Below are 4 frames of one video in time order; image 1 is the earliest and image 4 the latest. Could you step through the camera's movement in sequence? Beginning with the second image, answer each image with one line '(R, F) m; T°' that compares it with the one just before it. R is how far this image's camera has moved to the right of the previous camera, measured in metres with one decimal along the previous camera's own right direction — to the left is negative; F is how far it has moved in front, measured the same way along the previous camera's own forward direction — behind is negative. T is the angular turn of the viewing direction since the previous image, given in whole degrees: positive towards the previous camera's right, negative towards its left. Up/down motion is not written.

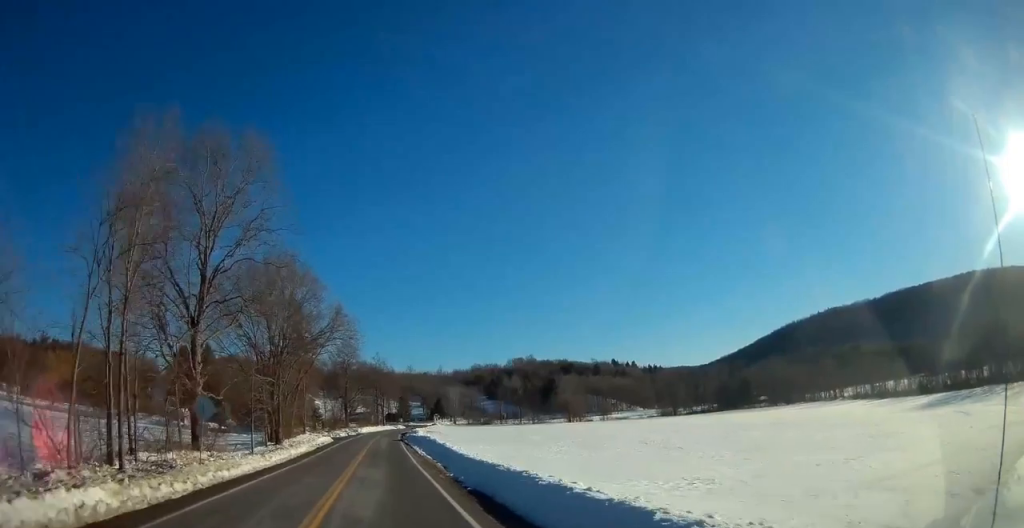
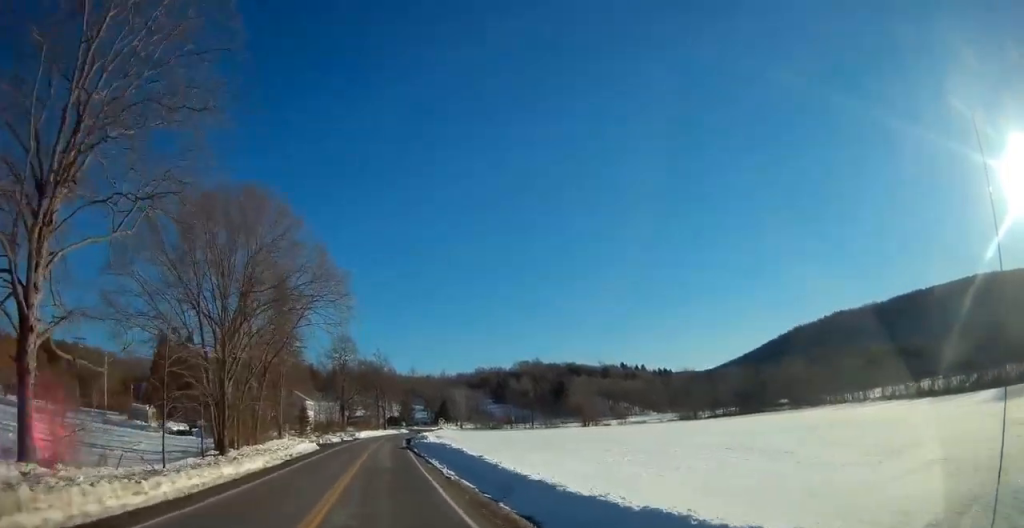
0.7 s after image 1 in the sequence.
(-0.2, +16.6) m; -1°
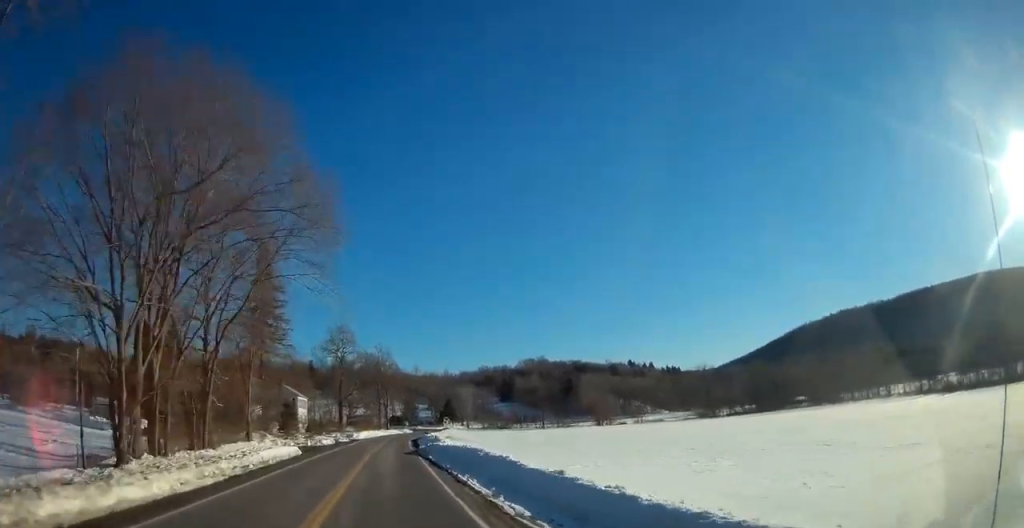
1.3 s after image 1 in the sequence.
(0.0, +12.7) m; 0°
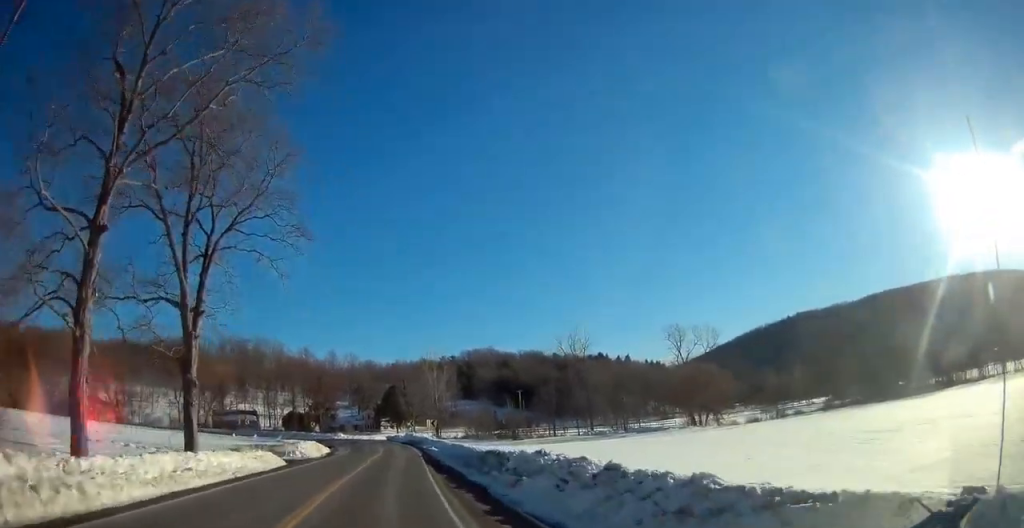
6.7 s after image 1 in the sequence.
(+5.1, +112.5) m; +7°
